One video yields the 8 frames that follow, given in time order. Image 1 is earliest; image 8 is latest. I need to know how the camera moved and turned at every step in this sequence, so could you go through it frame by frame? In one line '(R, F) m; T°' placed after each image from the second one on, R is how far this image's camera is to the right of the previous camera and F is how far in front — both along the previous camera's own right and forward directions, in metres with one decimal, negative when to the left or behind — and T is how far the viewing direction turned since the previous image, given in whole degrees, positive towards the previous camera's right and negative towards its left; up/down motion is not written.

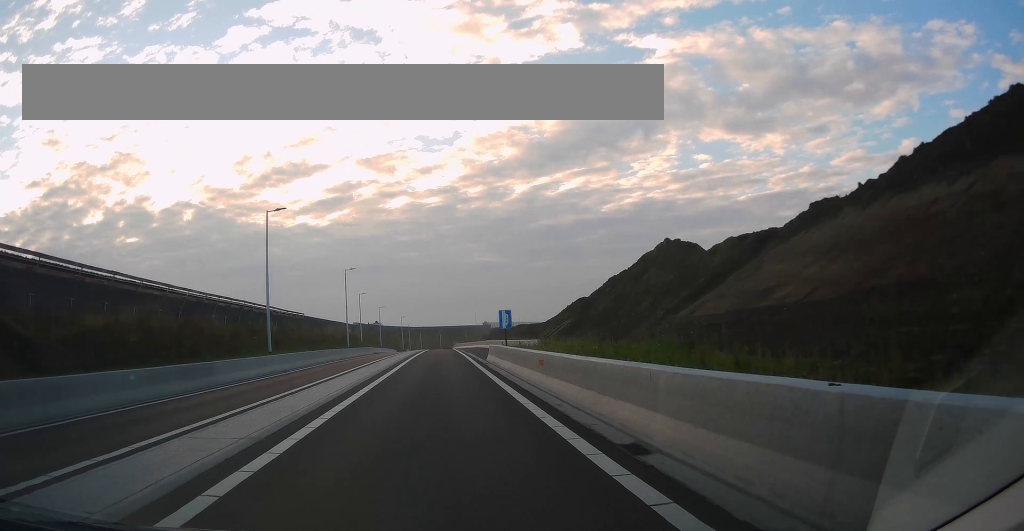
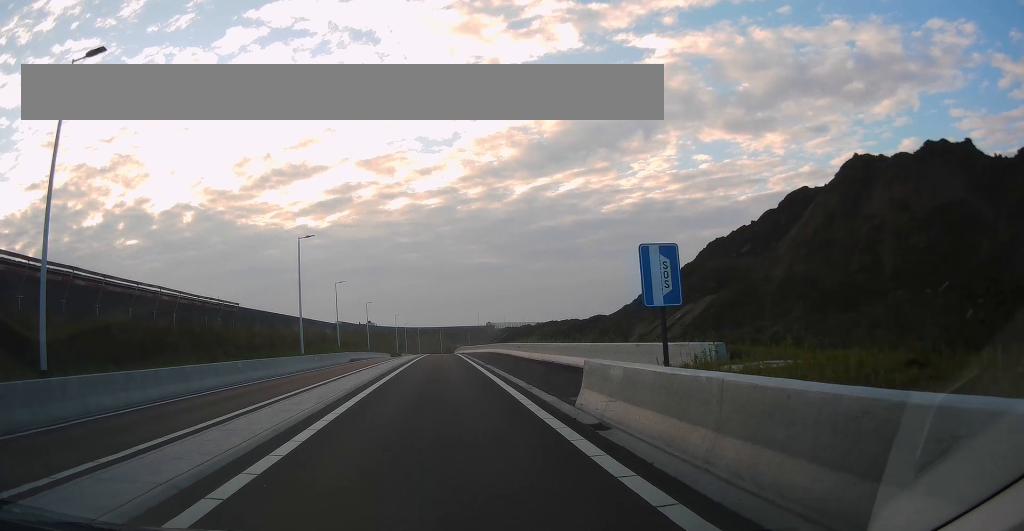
(-0.2, +22.6) m; 0°
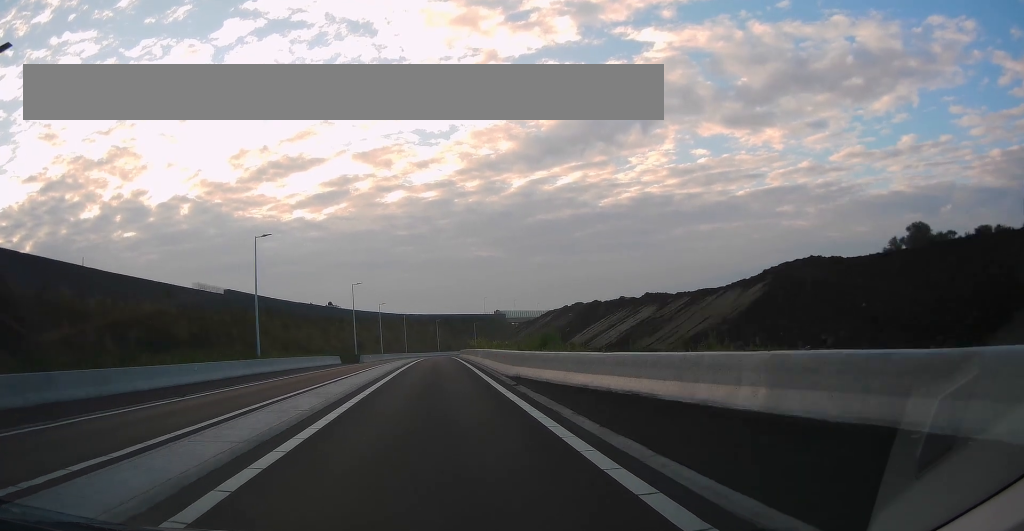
(+0.6, +64.9) m; +1°
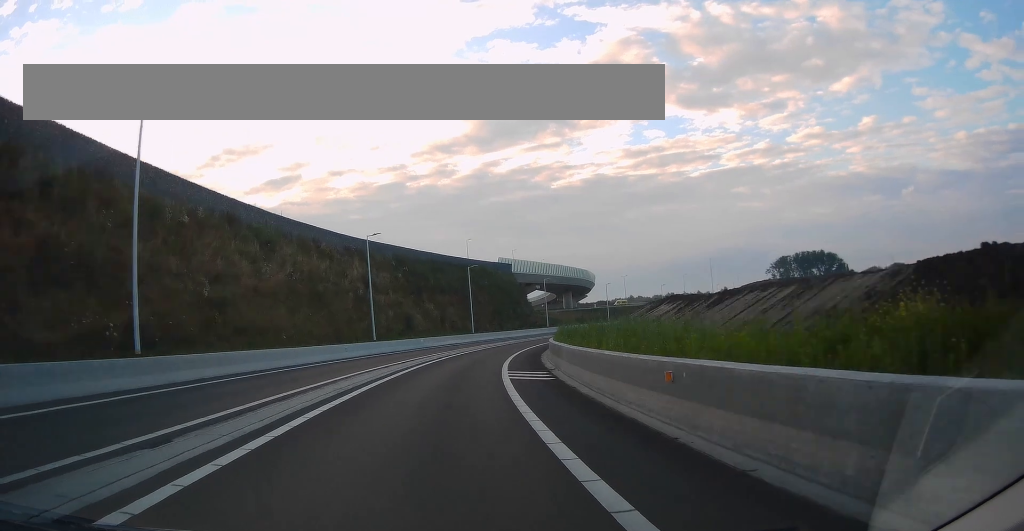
(+0.4, +114.6) m; +3°
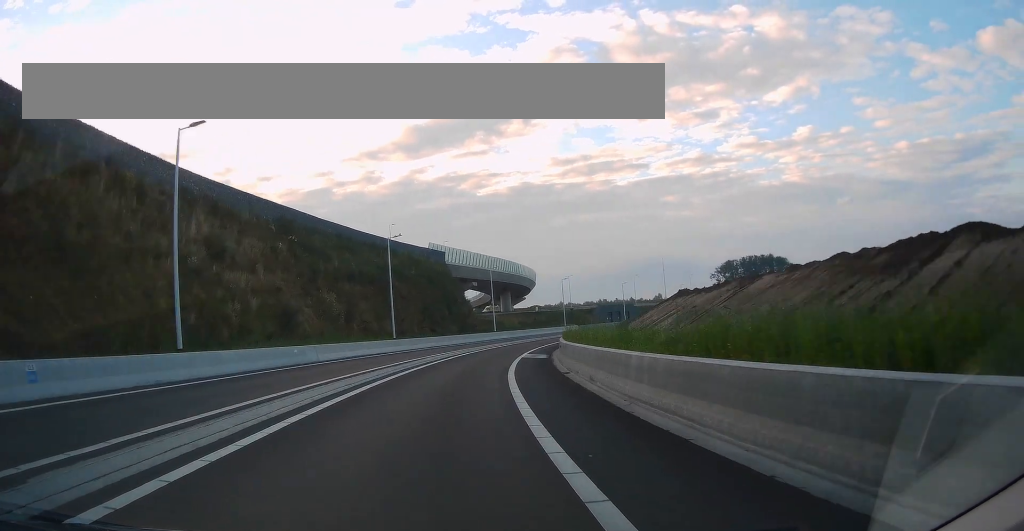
(-0.2, +26.2) m; +4°
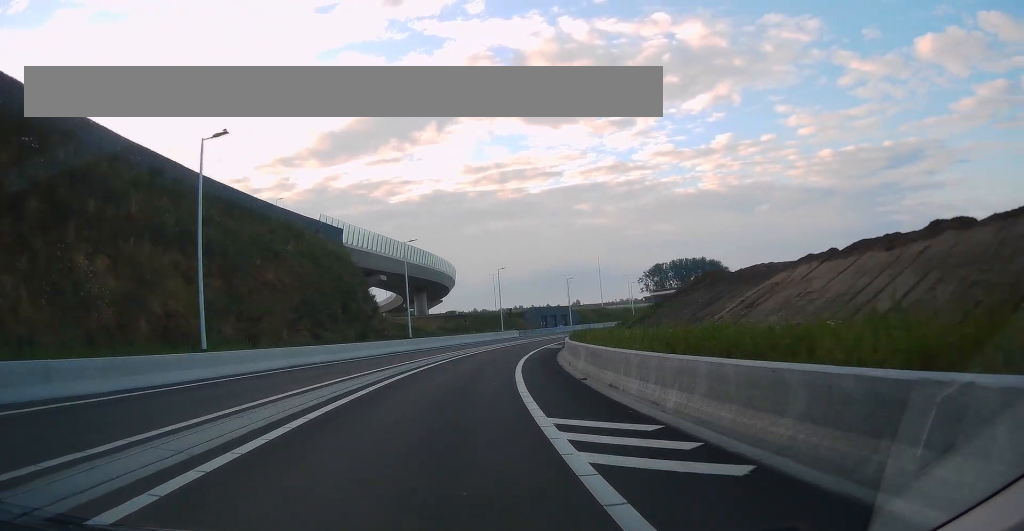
(+2.0, +27.7) m; +7°
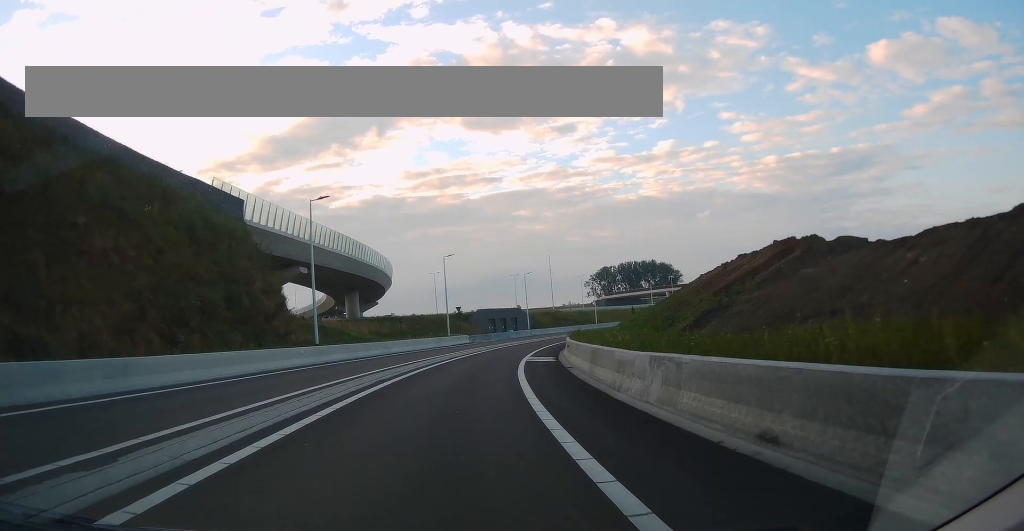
(+0.8, +18.0) m; +4°
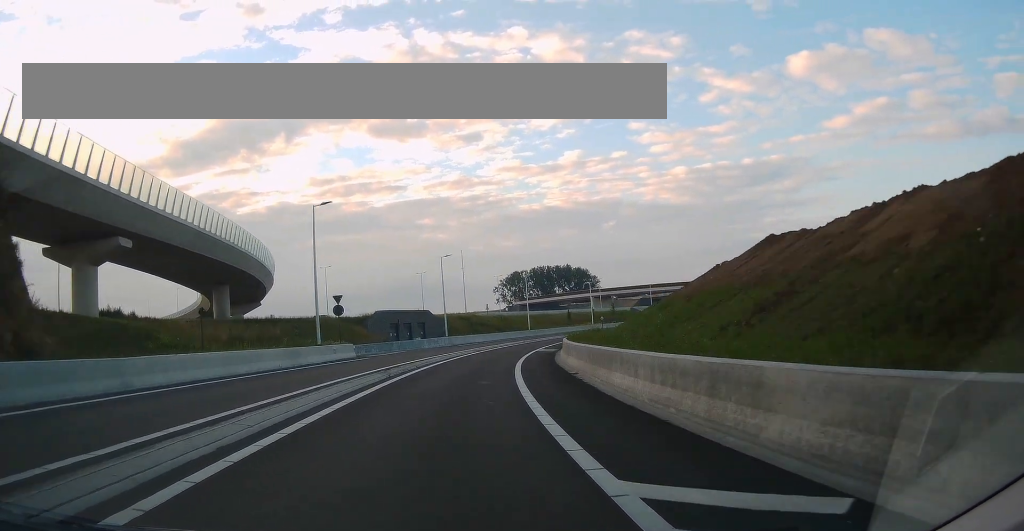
(+0.5, +30.4) m; +7°
